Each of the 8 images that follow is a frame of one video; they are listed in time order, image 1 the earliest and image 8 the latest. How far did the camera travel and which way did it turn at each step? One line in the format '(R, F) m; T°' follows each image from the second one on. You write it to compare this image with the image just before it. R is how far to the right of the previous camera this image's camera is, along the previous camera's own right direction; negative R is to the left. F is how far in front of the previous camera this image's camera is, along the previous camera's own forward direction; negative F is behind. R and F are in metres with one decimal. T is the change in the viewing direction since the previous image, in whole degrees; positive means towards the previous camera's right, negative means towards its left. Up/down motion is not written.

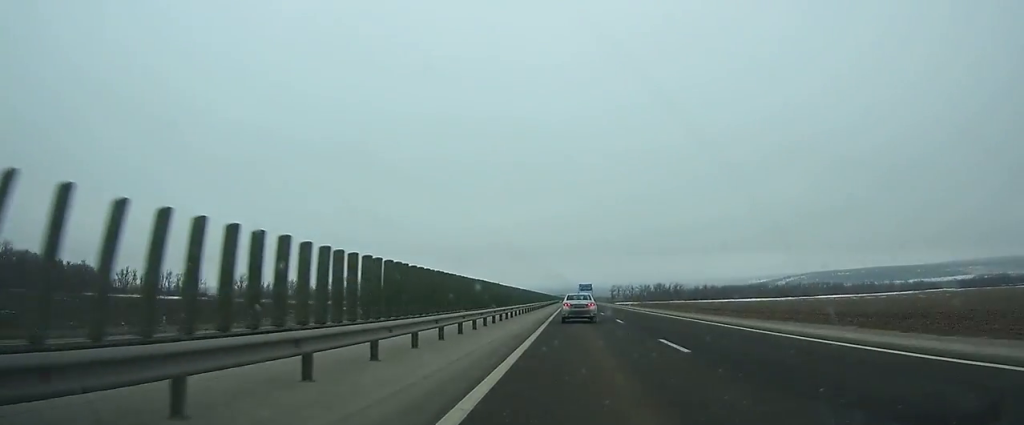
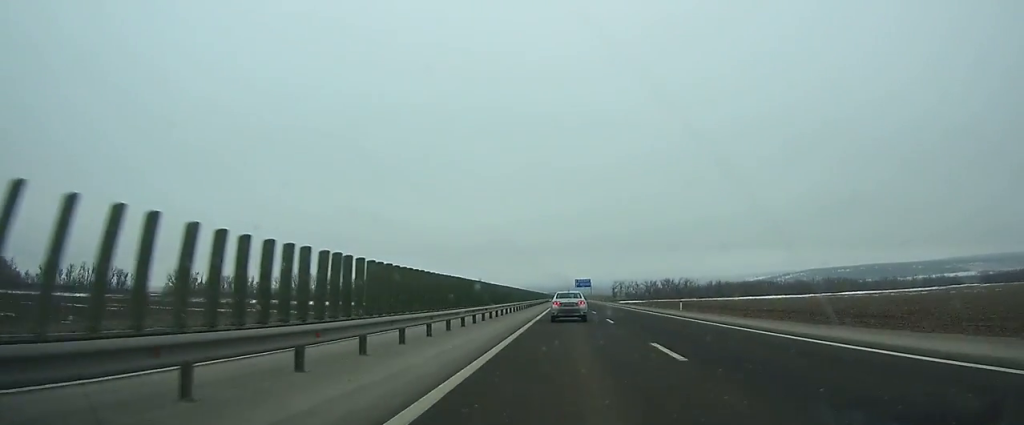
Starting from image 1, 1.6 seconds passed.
(+0.1, +49.7) m; 0°
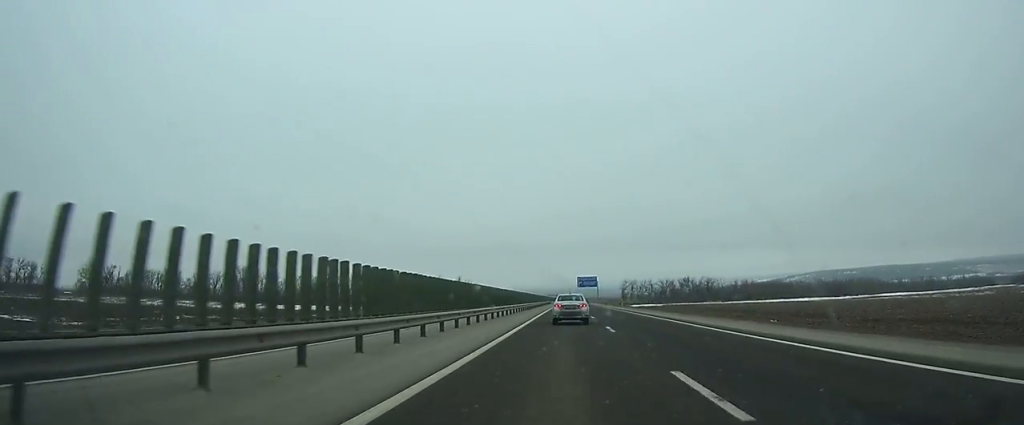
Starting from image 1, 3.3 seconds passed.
(+0.1, +52.7) m; 0°
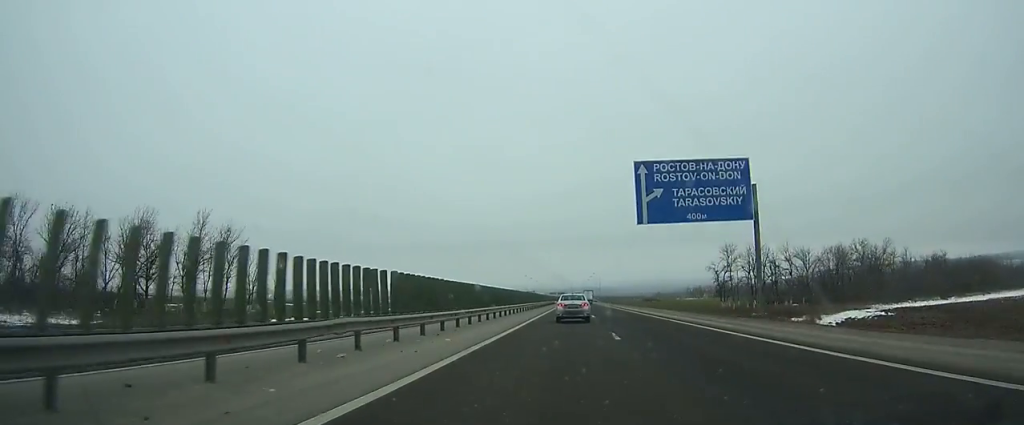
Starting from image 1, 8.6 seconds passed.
(-0.5, +163.4) m; 0°
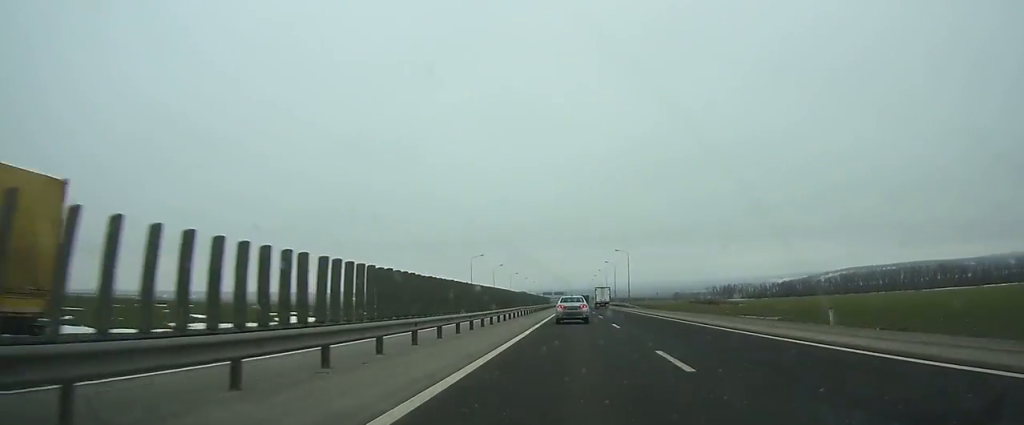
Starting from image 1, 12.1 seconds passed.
(0.0, +106.6) m; 0°
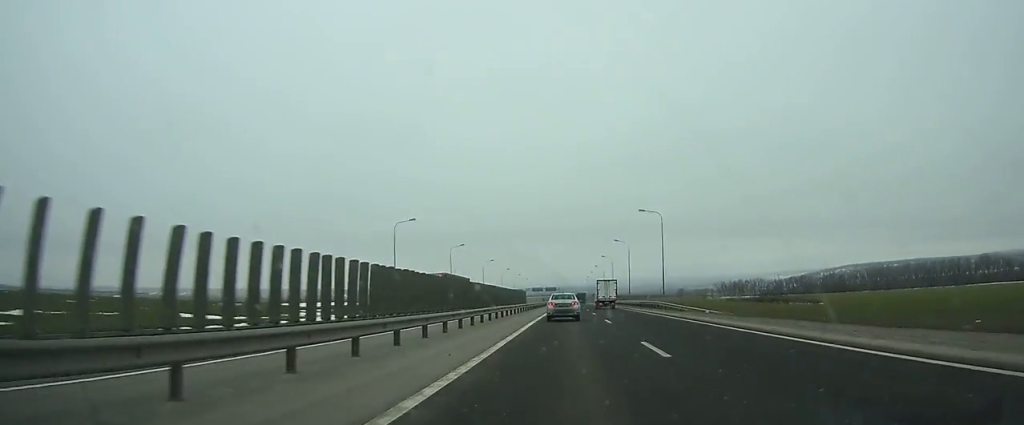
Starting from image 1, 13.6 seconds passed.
(0.0, +45.4) m; 0°
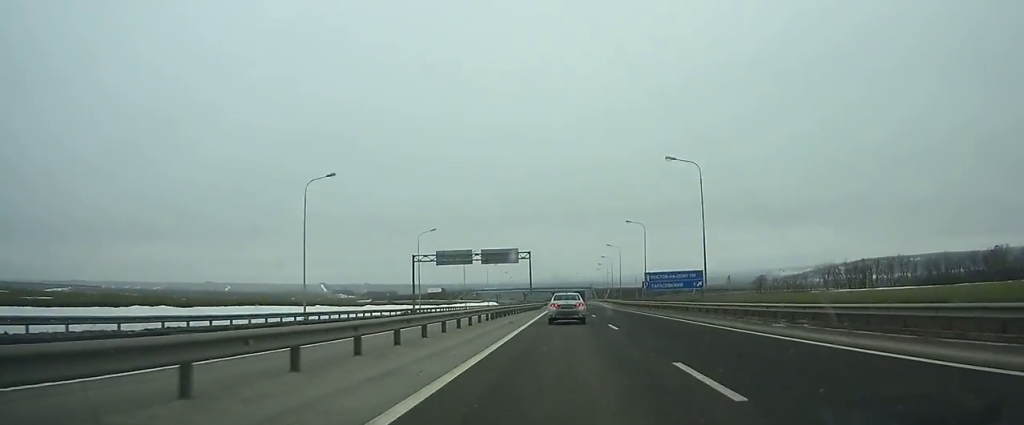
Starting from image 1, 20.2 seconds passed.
(+0.2, +194.7) m; 0°
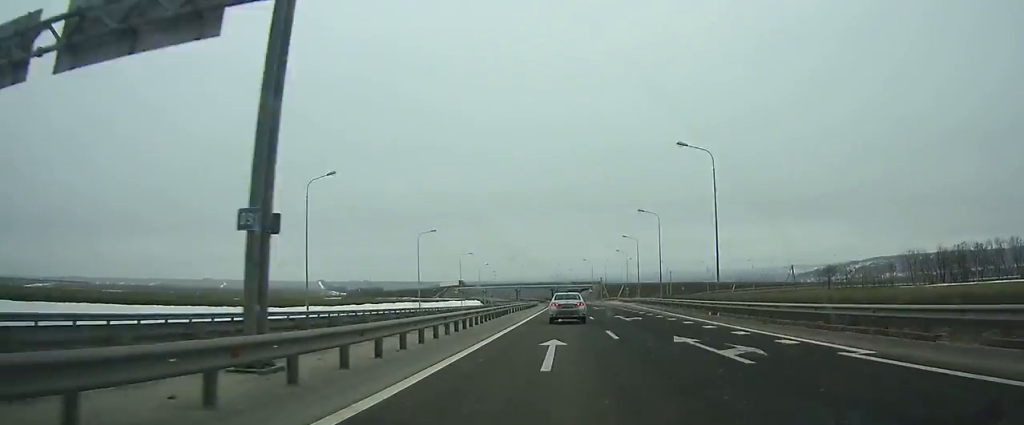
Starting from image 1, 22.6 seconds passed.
(+0.2, +69.3) m; 0°
